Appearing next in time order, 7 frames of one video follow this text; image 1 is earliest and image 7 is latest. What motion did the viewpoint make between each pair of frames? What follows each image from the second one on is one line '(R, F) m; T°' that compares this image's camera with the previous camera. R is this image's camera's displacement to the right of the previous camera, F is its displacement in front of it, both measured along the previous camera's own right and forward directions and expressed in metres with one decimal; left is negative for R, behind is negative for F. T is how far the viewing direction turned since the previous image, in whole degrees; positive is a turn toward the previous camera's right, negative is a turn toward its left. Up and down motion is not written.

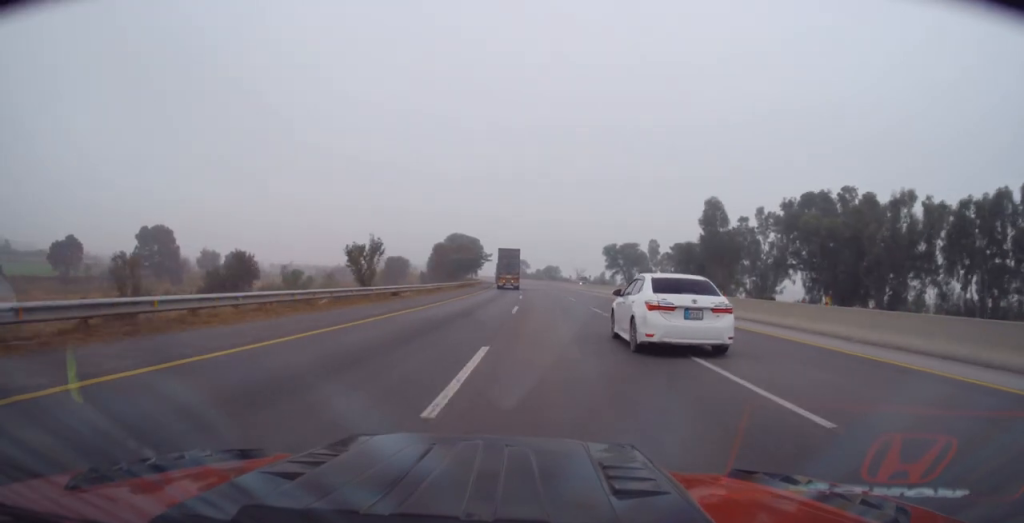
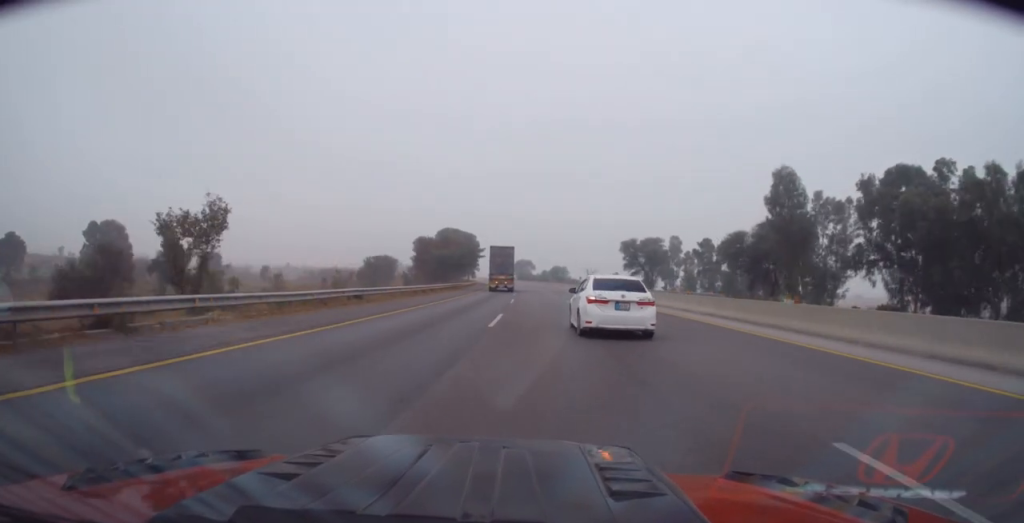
(-0.3, +24.5) m; 0°
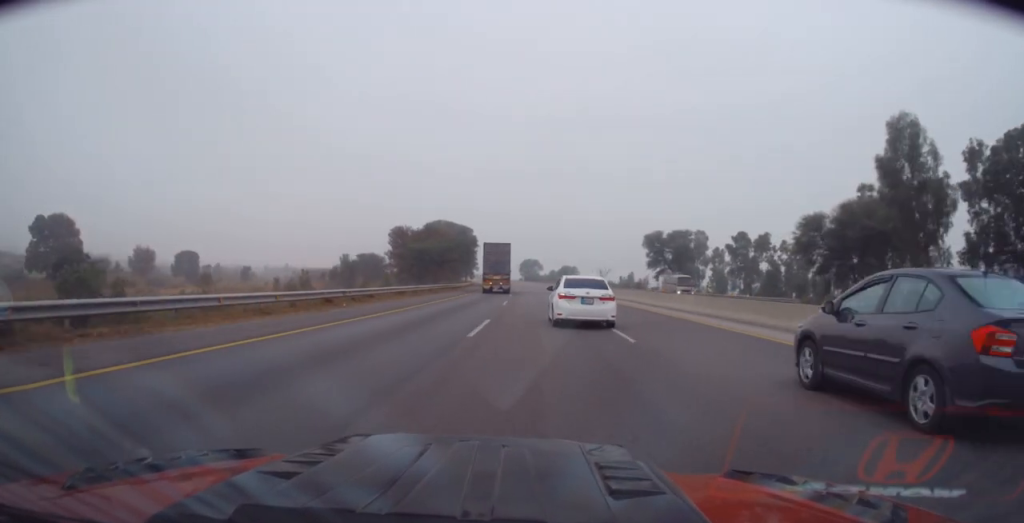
(+0.1, +21.2) m; -1°
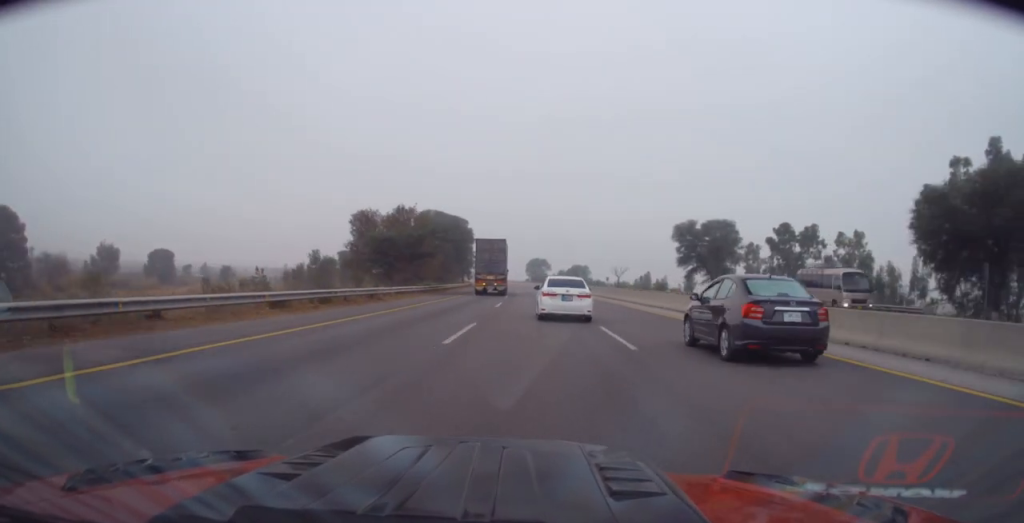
(+0.1, +19.4) m; -1°
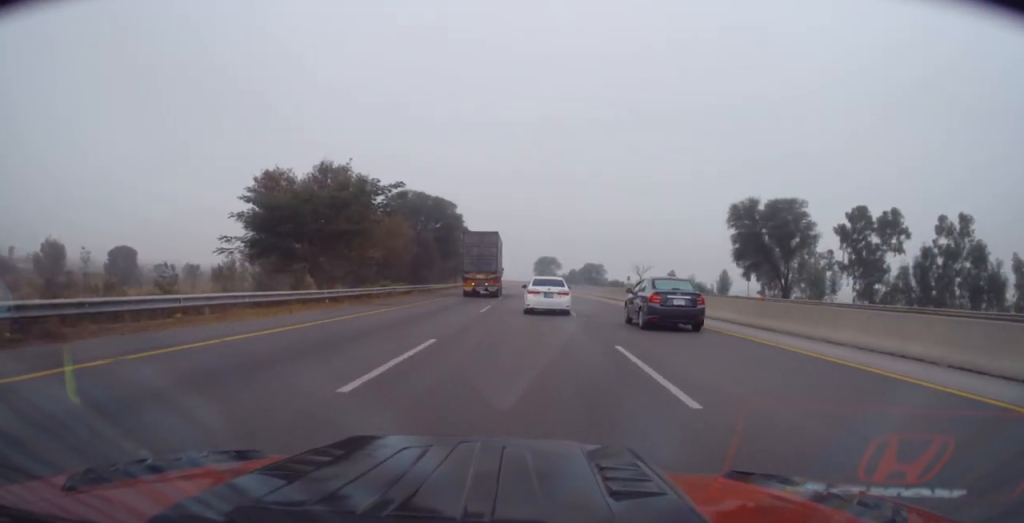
(-0.5, +23.6) m; -1°
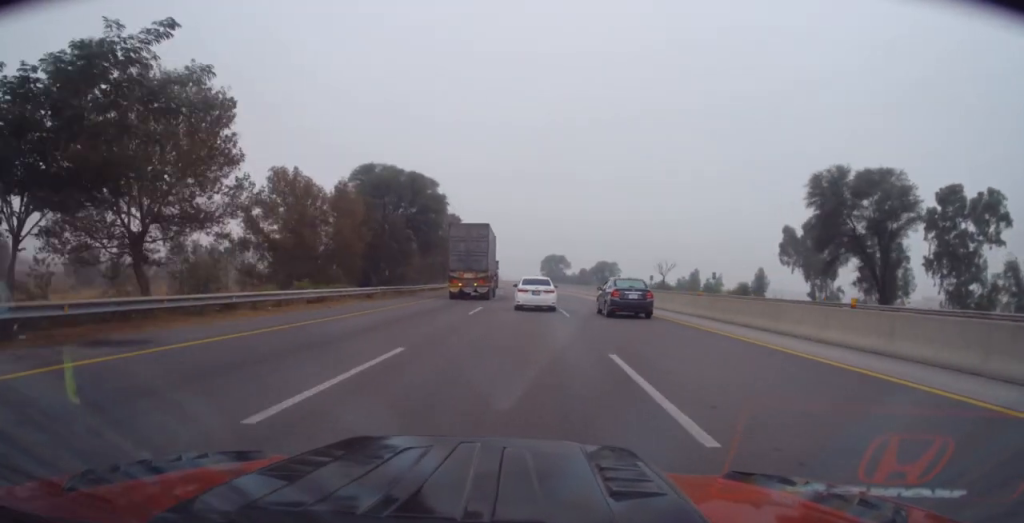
(+0.4, +19.4) m; -1°
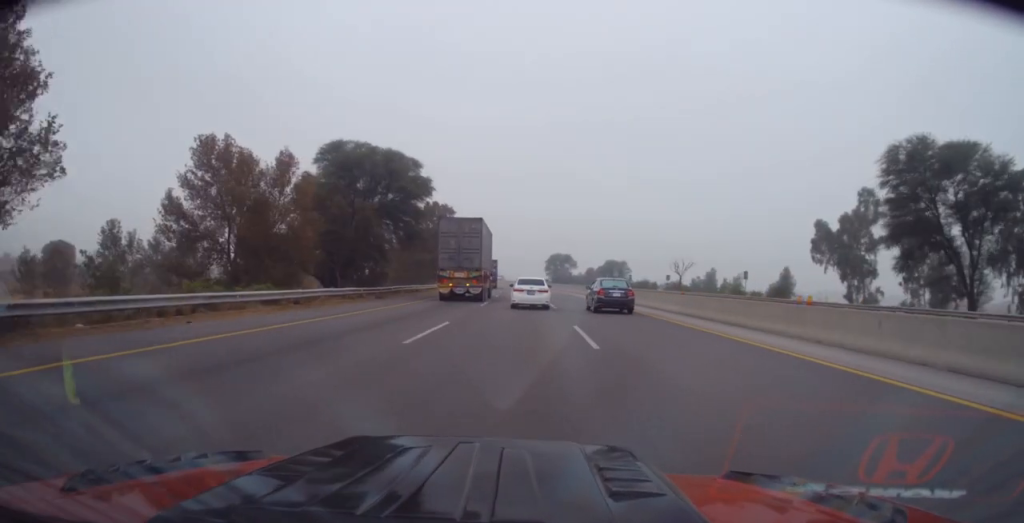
(-0.3, +11.0) m; -1°
